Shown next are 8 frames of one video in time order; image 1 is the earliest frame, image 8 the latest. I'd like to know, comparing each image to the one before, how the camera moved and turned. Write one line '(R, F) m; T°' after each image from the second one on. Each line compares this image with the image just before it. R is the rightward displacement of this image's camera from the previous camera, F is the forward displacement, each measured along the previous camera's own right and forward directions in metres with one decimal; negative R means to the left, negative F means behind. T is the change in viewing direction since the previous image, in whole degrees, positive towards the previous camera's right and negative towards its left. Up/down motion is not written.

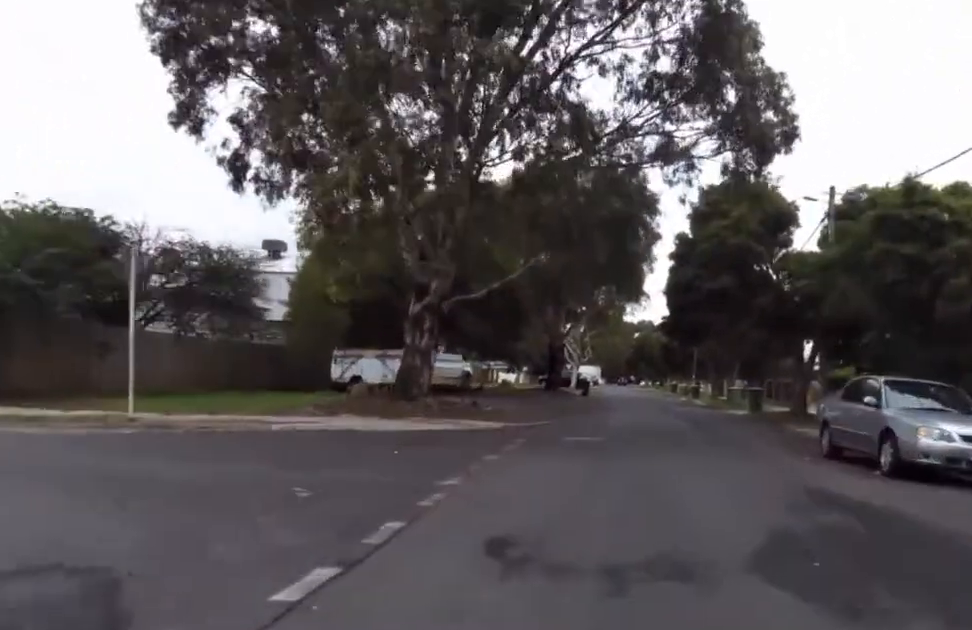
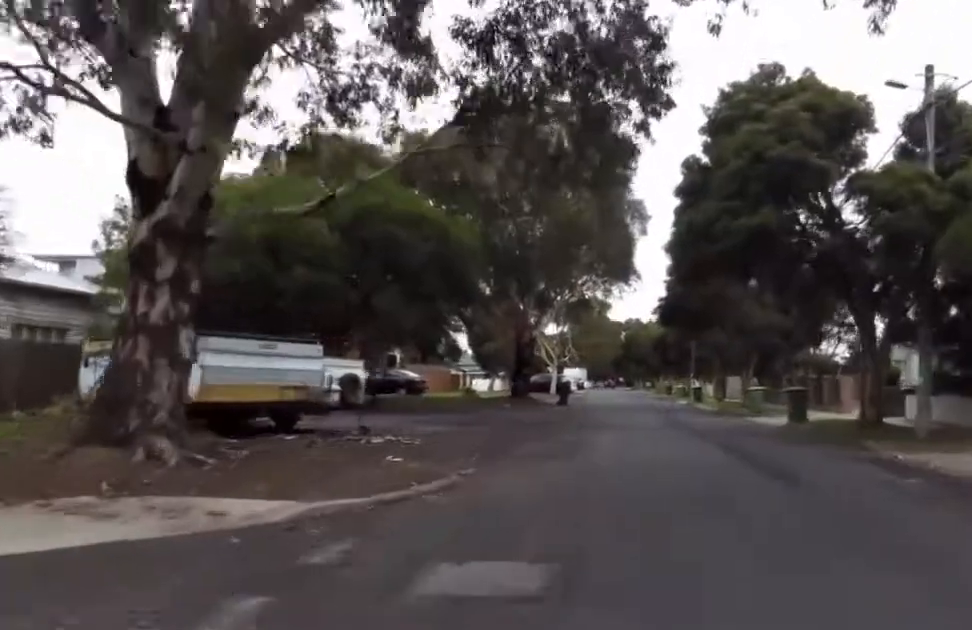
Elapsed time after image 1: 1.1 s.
(-0.5, +8.9) m; 0°
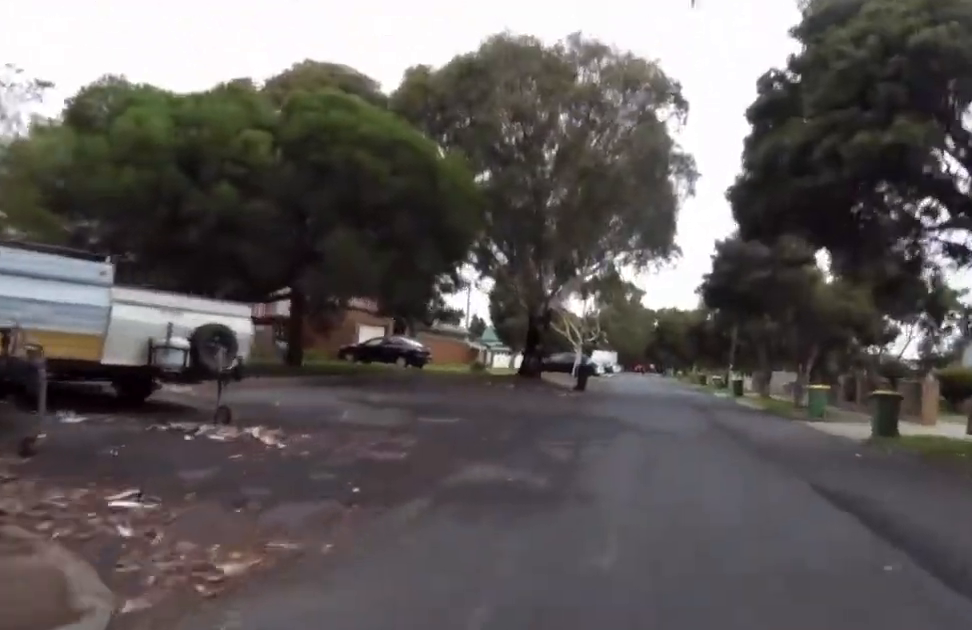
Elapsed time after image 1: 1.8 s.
(+0.4, +5.7) m; 0°
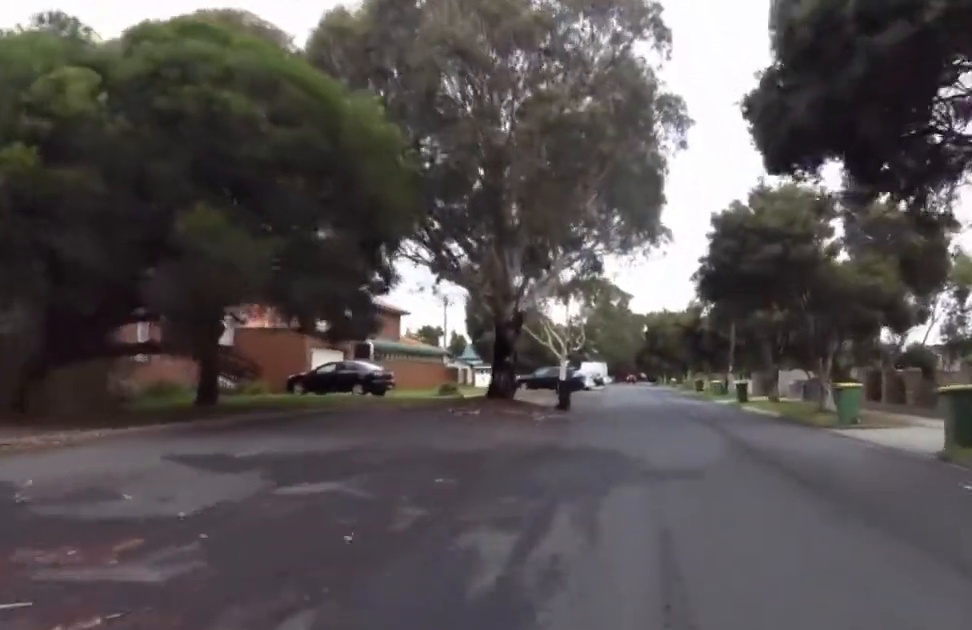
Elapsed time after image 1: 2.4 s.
(+0.2, +4.5) m; -1°
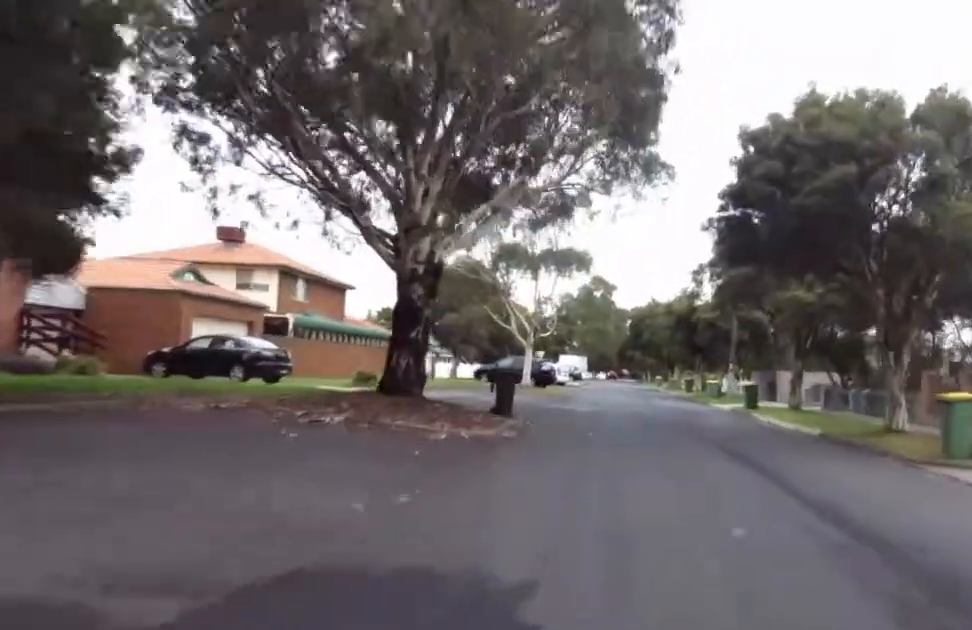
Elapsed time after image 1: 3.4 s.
(-0.6, +7.8) m; -2°
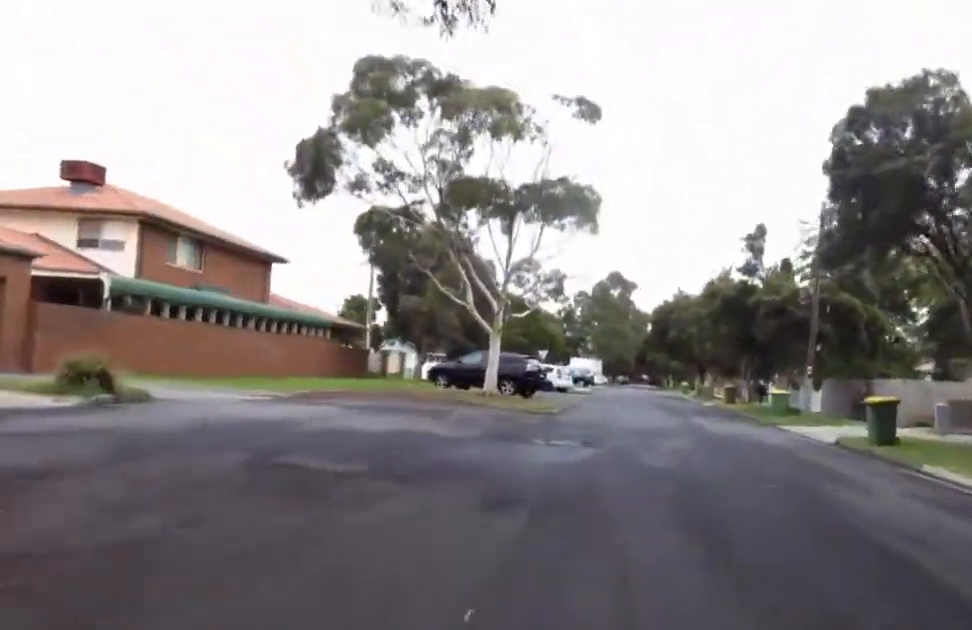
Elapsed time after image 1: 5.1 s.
(+0.7, +13.4) m; +5°
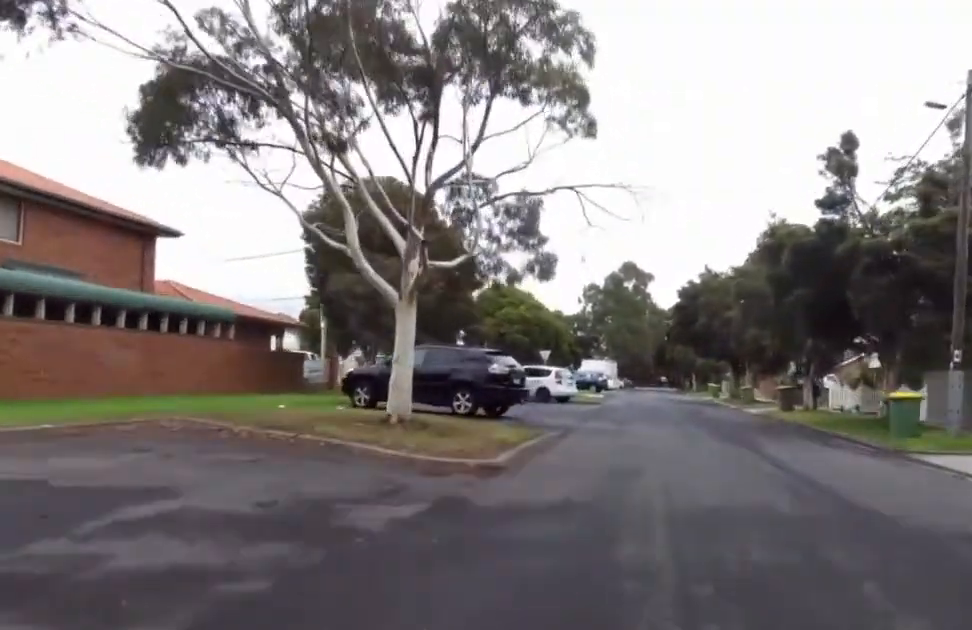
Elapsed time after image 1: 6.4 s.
(+0.2, +10.9) m; -5°
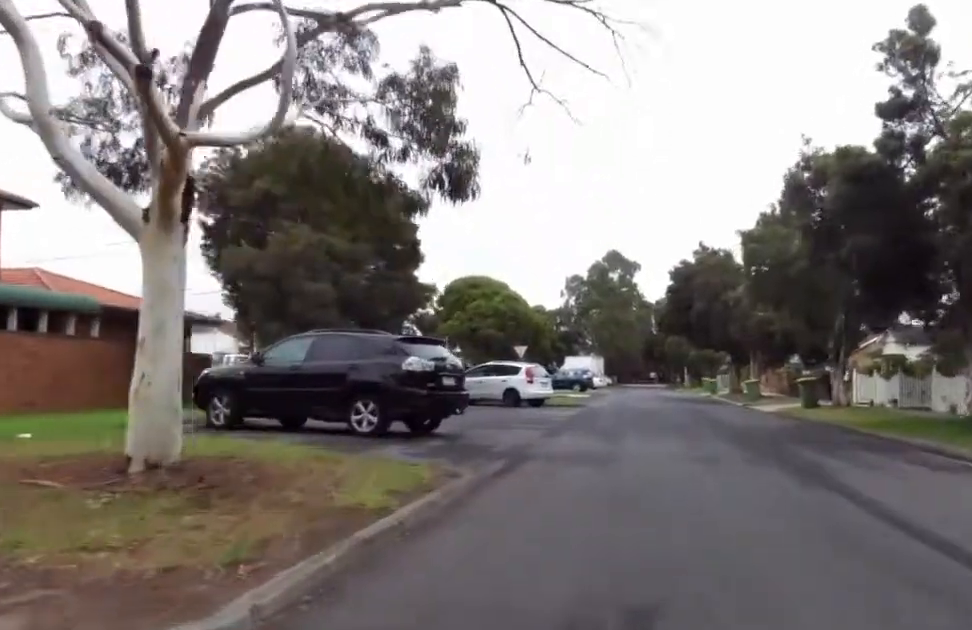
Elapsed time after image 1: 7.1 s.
(-0.7, +6.2) m; -5°
